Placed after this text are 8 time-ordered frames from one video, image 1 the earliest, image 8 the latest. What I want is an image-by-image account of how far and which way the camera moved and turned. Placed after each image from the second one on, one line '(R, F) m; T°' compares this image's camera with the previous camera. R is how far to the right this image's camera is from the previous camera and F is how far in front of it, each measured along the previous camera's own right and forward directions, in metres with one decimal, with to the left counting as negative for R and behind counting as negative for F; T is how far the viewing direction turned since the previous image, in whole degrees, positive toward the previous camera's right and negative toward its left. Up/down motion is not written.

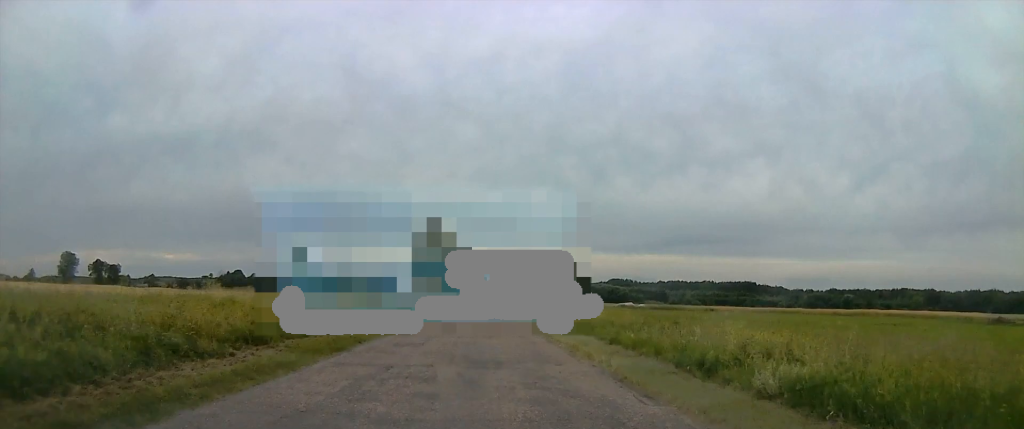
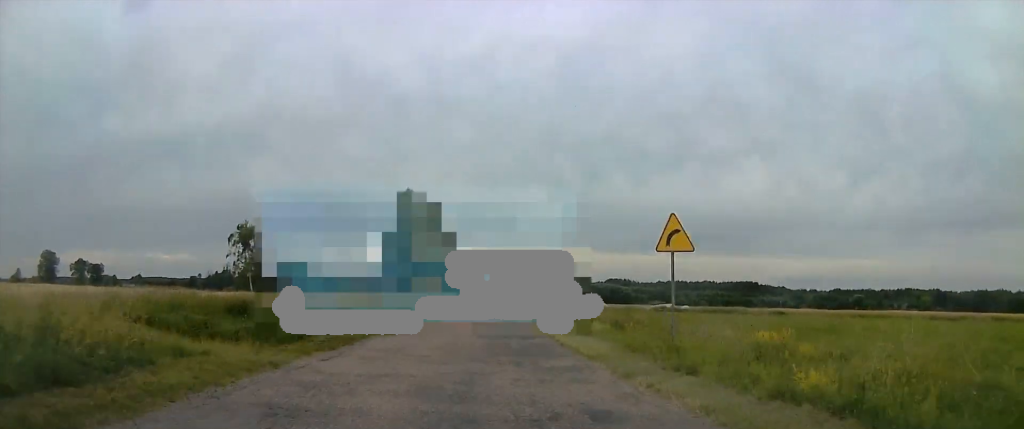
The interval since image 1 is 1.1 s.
(+0.8, +22.9) m; +2°
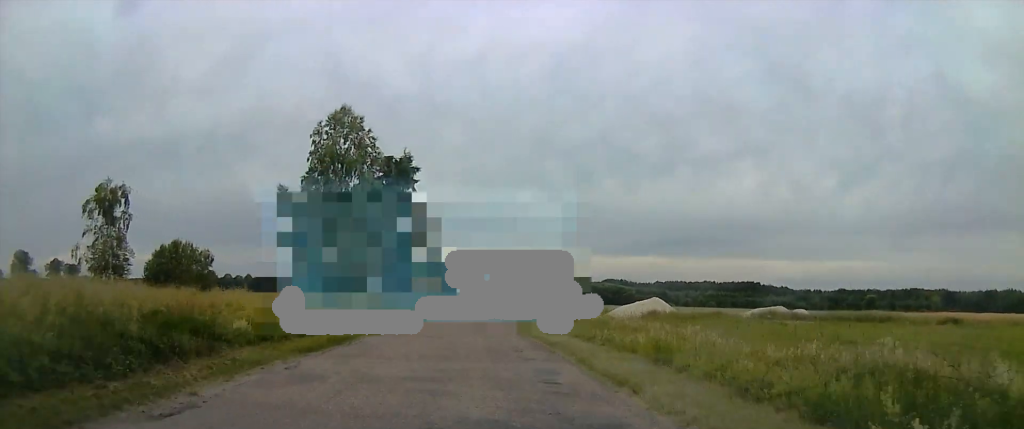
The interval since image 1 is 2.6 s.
(-0.1, +29.1) m; -1°
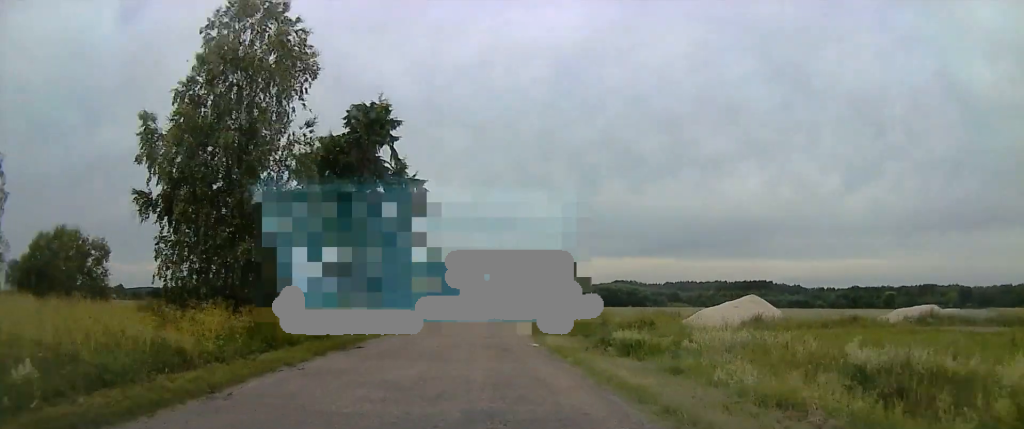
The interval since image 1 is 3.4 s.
(0.0, +16.2) m; -1°
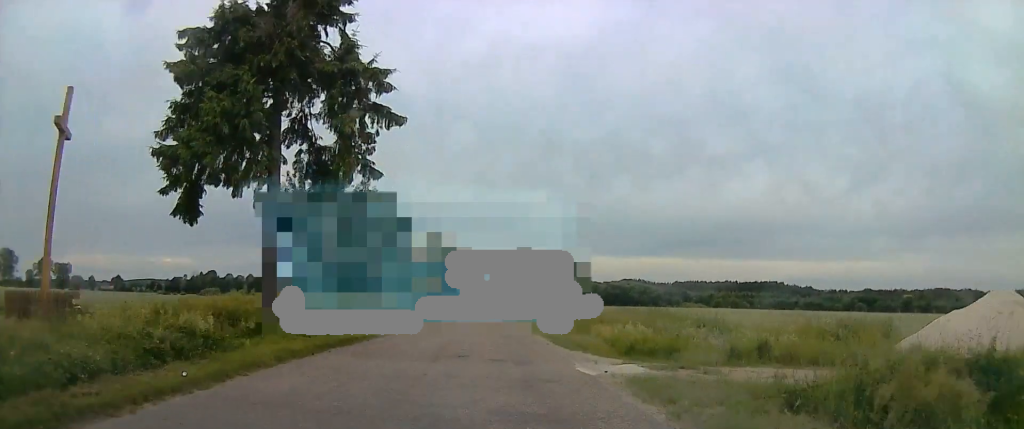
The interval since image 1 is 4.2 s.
(-0.4, +16.9) m; +1°
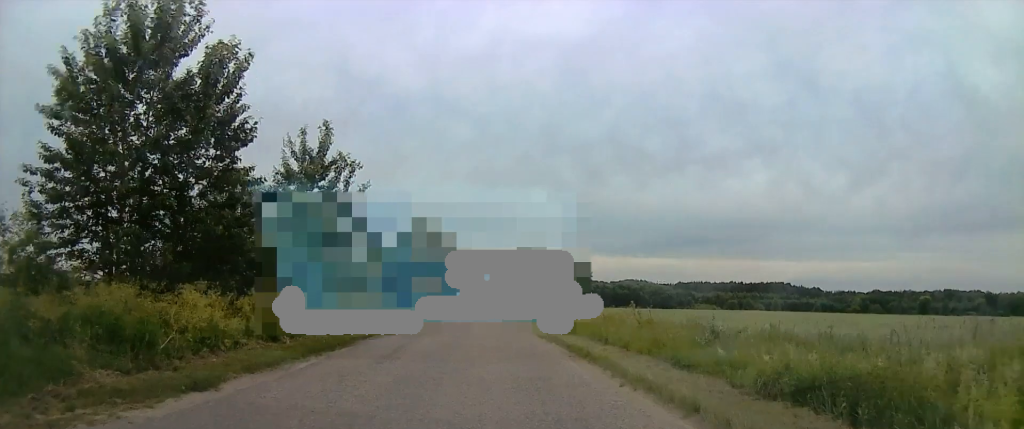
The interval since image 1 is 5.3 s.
(+0.8, +23.0) m; 0°
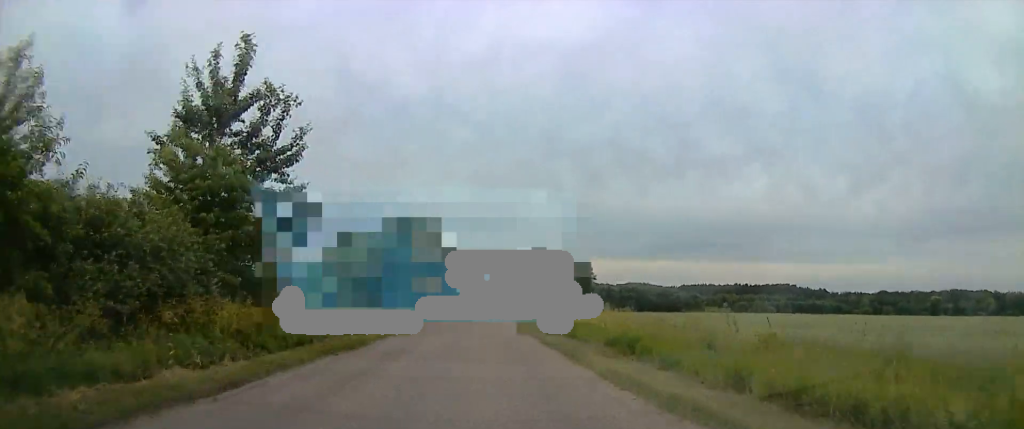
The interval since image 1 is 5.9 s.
(-0.3, +12.3) m; -1°
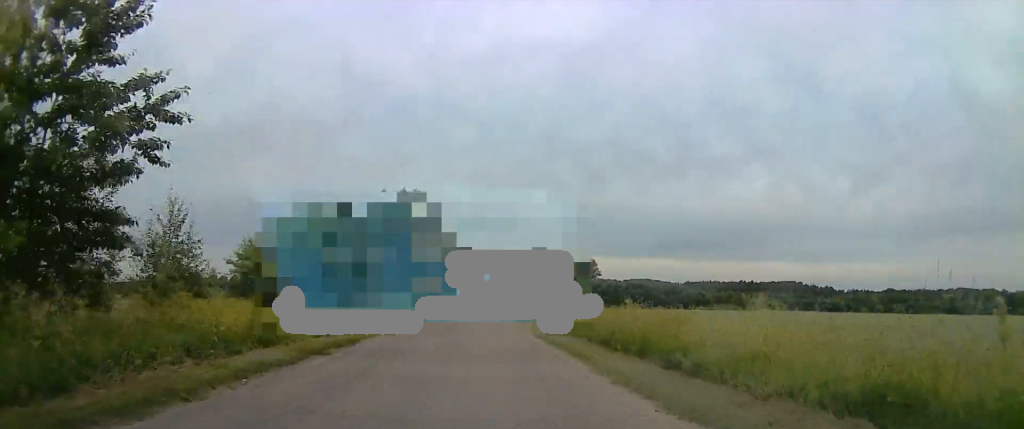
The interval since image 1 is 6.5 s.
(-0.4, +11.7) m; -1°
